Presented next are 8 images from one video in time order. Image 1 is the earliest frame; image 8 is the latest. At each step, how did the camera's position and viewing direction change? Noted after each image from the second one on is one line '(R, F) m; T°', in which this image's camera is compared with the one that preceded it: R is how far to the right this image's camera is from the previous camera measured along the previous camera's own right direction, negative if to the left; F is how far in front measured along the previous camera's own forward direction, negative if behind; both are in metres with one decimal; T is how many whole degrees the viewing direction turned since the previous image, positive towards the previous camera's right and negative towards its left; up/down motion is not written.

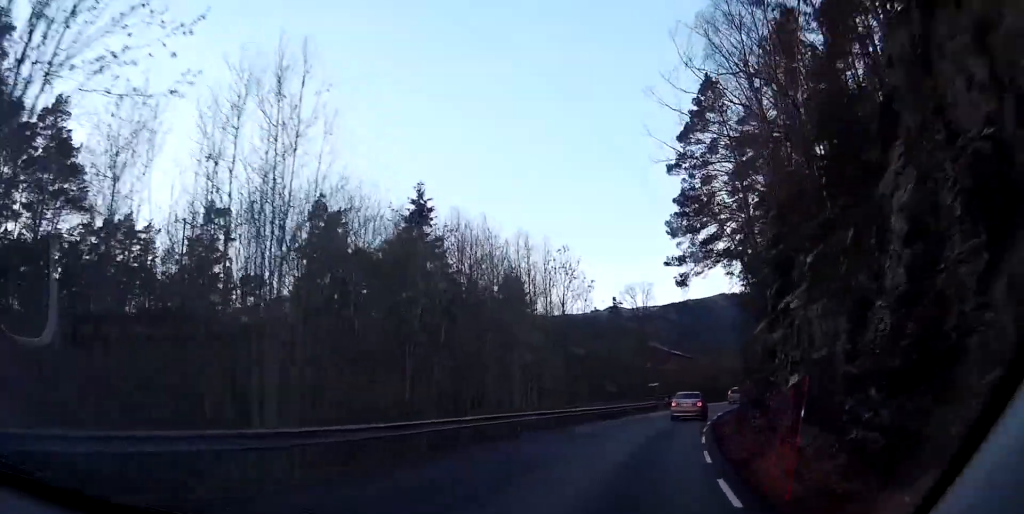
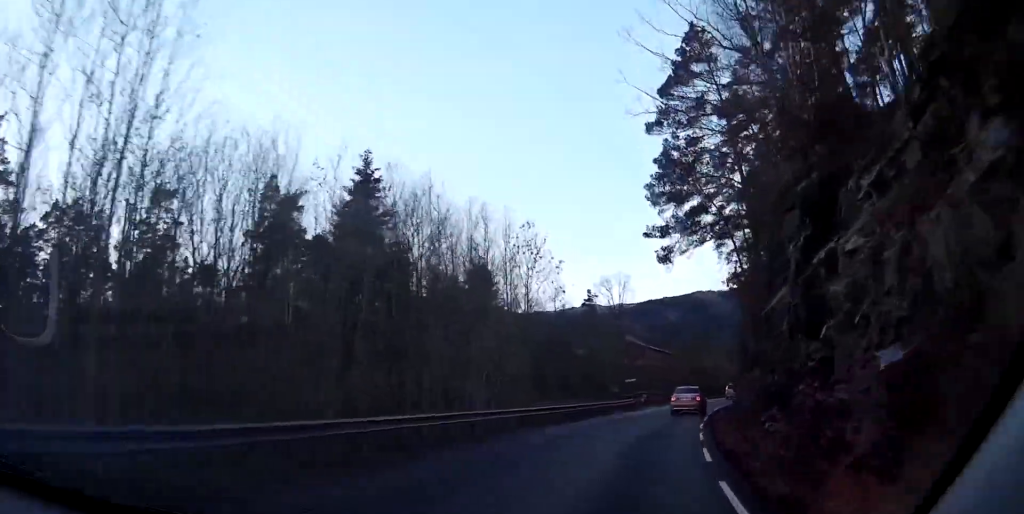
(+0.1, +6.7) m; +2°
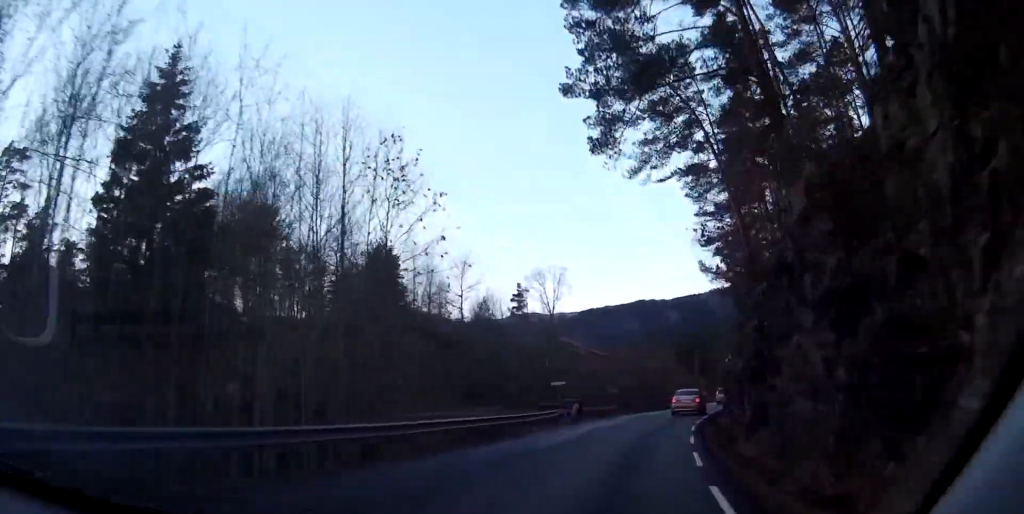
(+1.1, +18.0) m; +7°
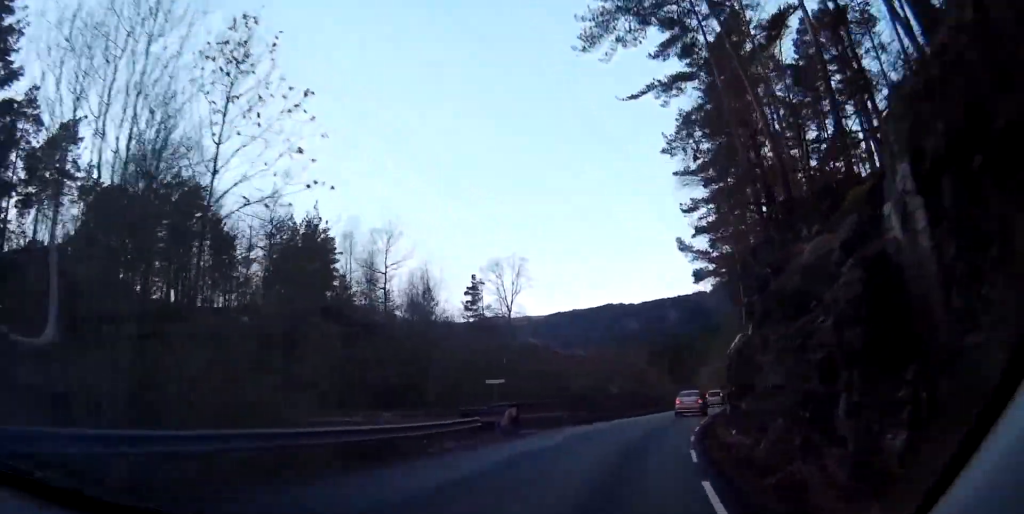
(+0.4, +11.3) m; +3°
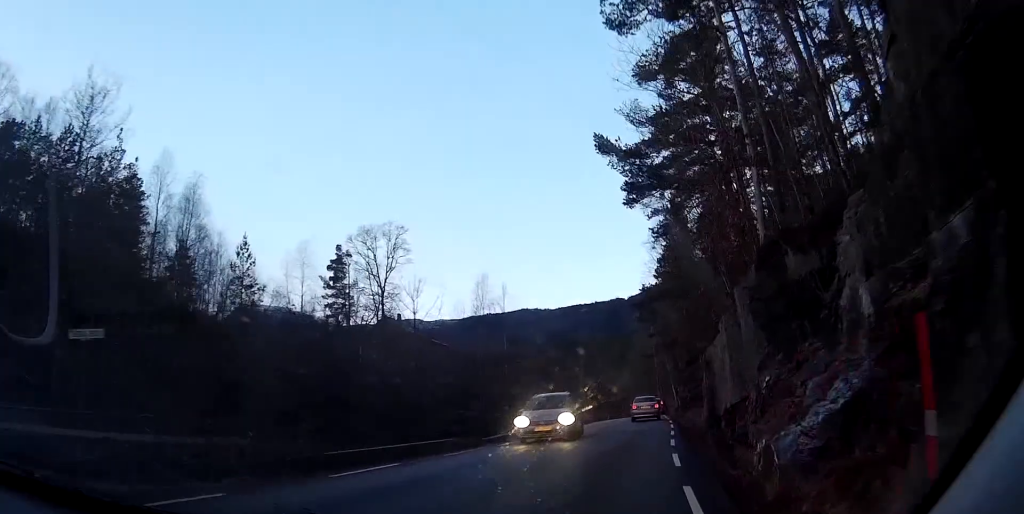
(+0.8, +24.6) m; +3°
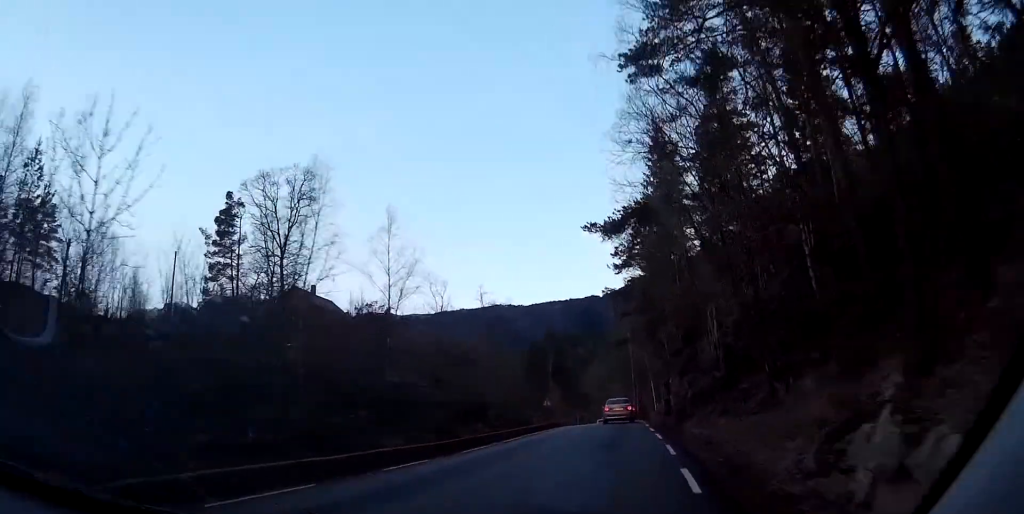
(+0.6, +22.3) m; +3°
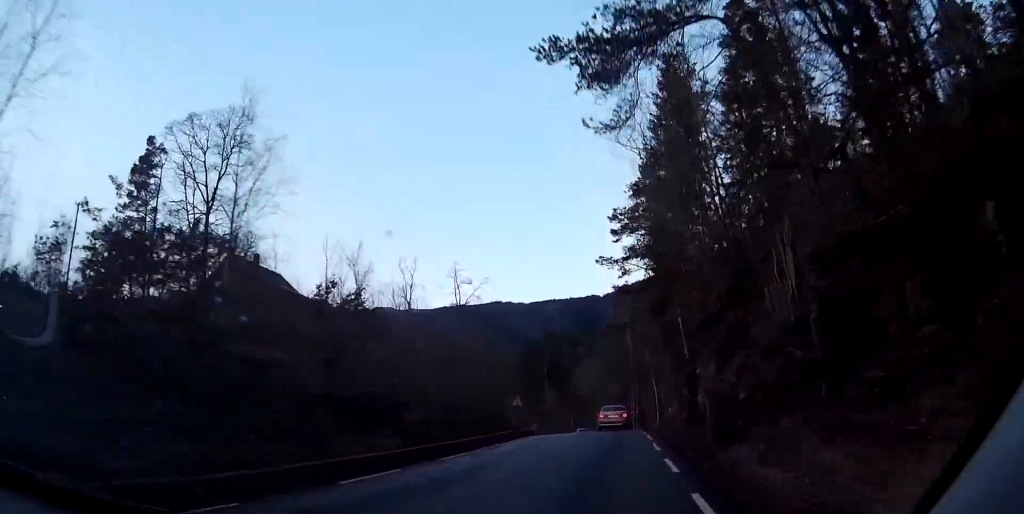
(+0.1, +15.1) m; +2°
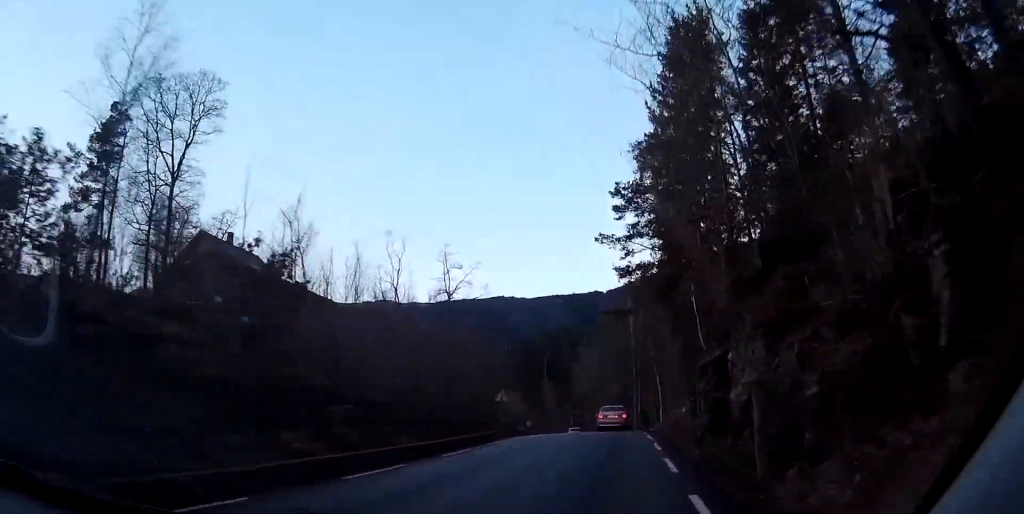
(-0.2, +6.3) m; +1°
